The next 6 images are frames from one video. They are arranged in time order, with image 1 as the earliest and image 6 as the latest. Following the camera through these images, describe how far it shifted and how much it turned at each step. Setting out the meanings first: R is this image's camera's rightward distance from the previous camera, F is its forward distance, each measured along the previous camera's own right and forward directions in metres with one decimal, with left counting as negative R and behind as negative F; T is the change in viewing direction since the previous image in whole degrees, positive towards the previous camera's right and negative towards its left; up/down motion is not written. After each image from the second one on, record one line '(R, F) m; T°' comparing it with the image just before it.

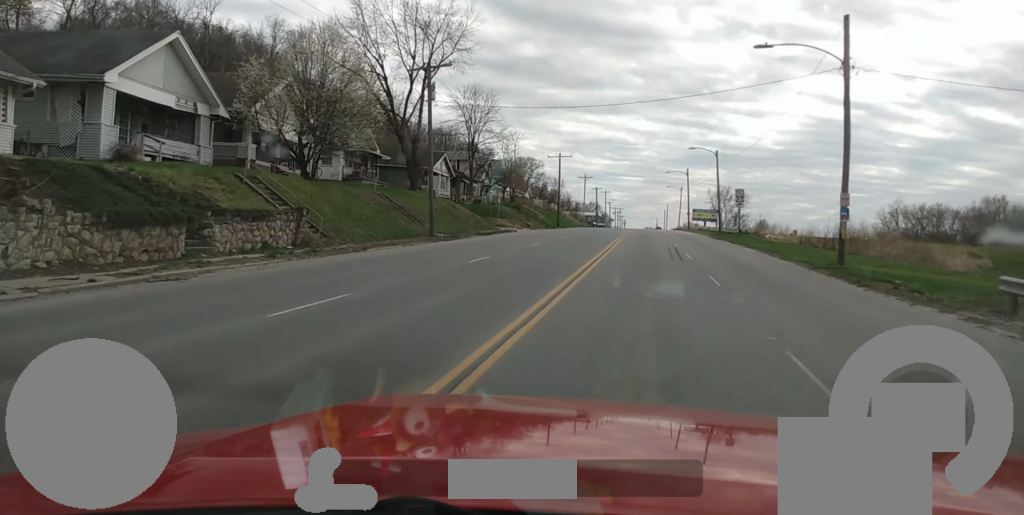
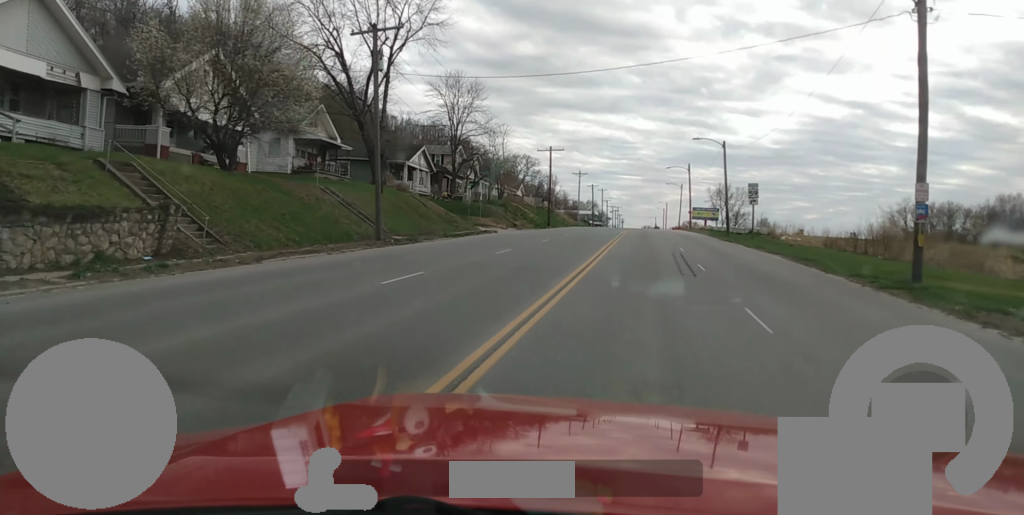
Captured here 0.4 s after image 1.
(-0.1, +8.1) m; 0°
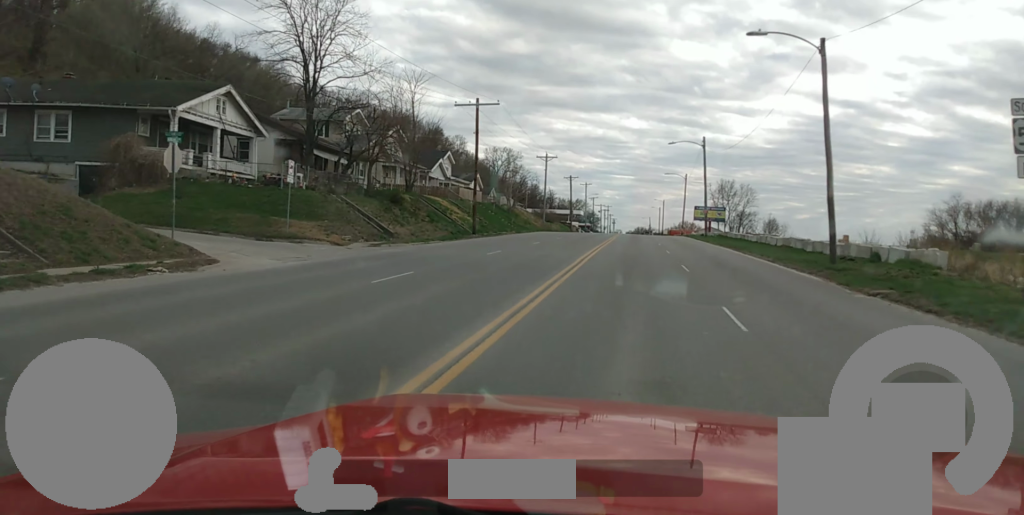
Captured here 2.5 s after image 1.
(+0.4, +37.3) m; +1°
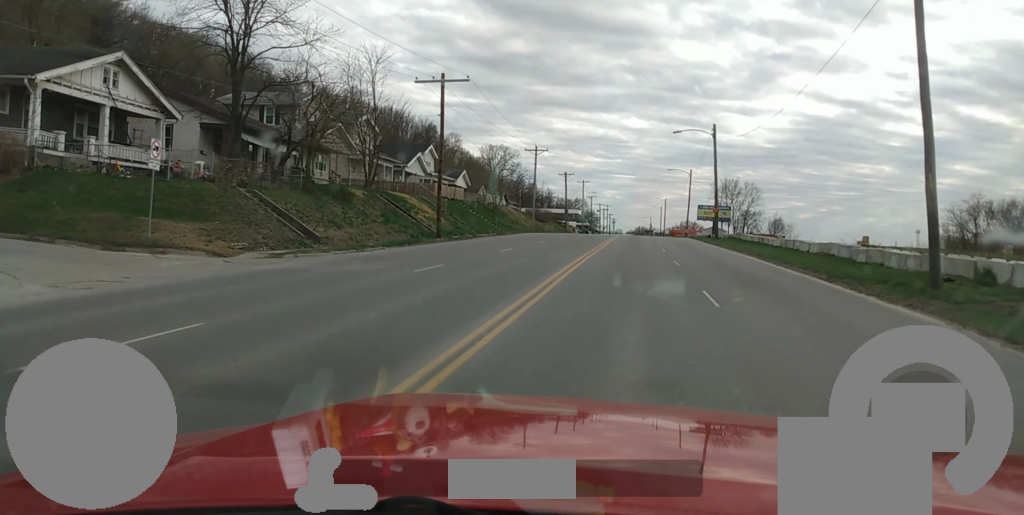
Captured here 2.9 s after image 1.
(0.0, +8.7) m; 0°
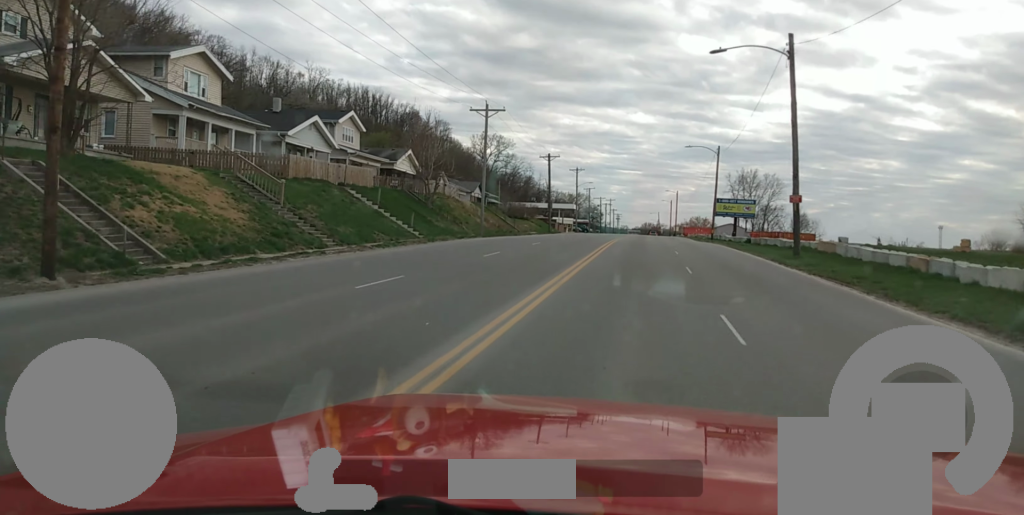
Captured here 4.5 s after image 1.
(-0.3, +28.8) m; -2°
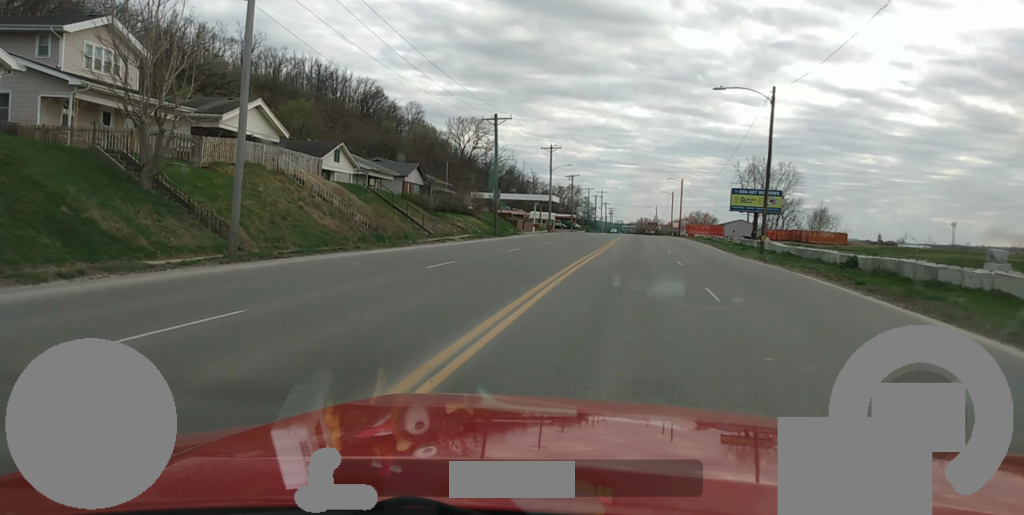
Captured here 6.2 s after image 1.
(-0.3, +31.6) m; 0°
